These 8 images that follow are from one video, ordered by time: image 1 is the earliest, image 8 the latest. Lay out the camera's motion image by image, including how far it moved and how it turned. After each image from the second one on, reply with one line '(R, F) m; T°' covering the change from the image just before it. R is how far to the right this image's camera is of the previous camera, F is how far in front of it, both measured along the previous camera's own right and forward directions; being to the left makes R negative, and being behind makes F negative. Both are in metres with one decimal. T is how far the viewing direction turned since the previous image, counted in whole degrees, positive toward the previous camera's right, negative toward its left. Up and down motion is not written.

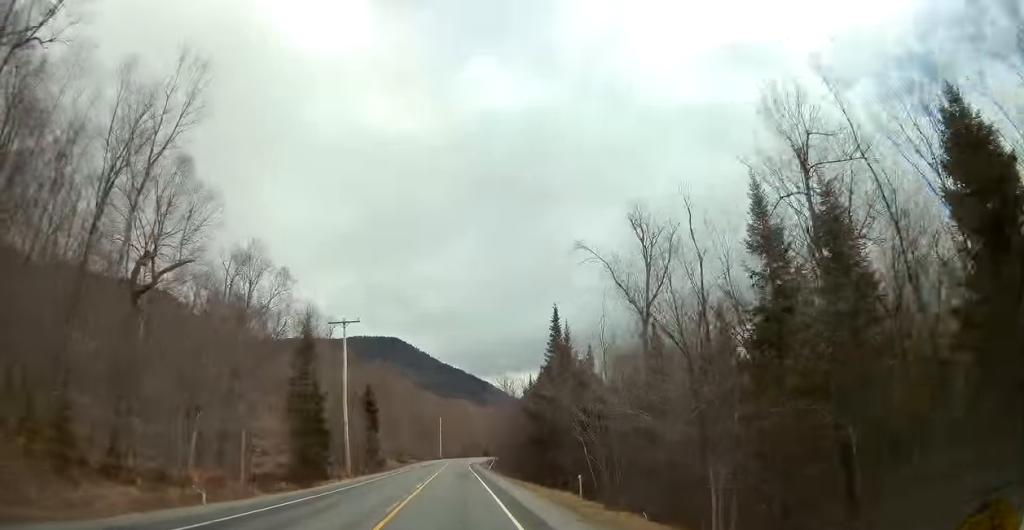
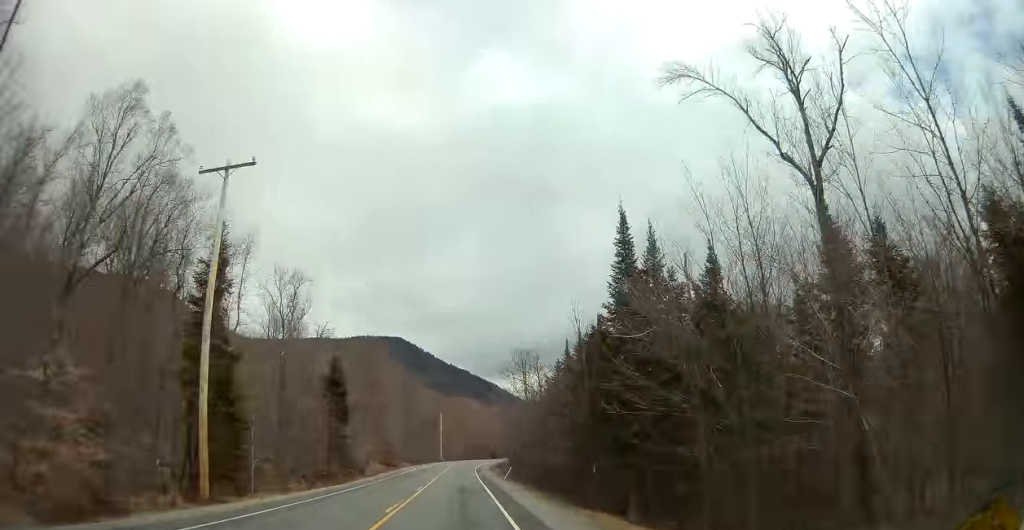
(-0.1, +24.9) m; -1°
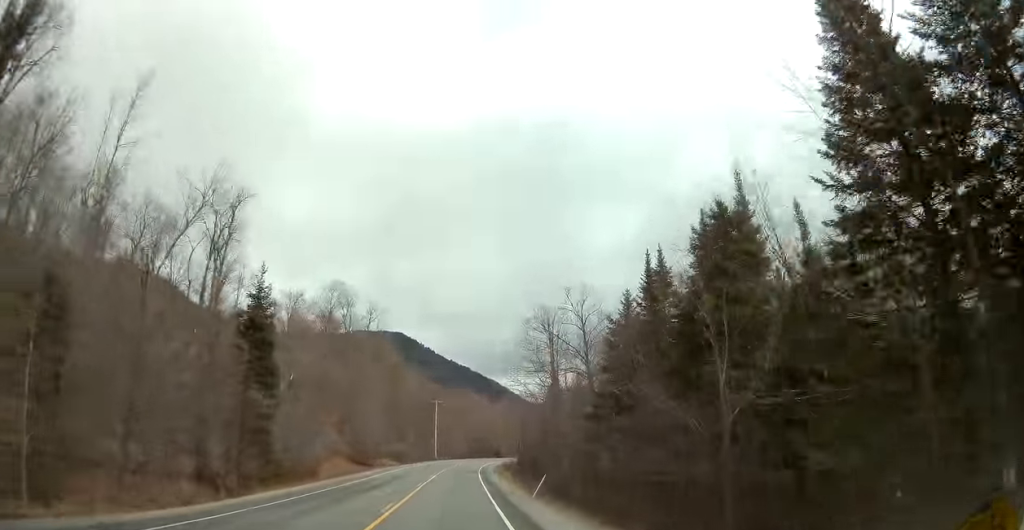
(-0.2, +23.9) m; 0°
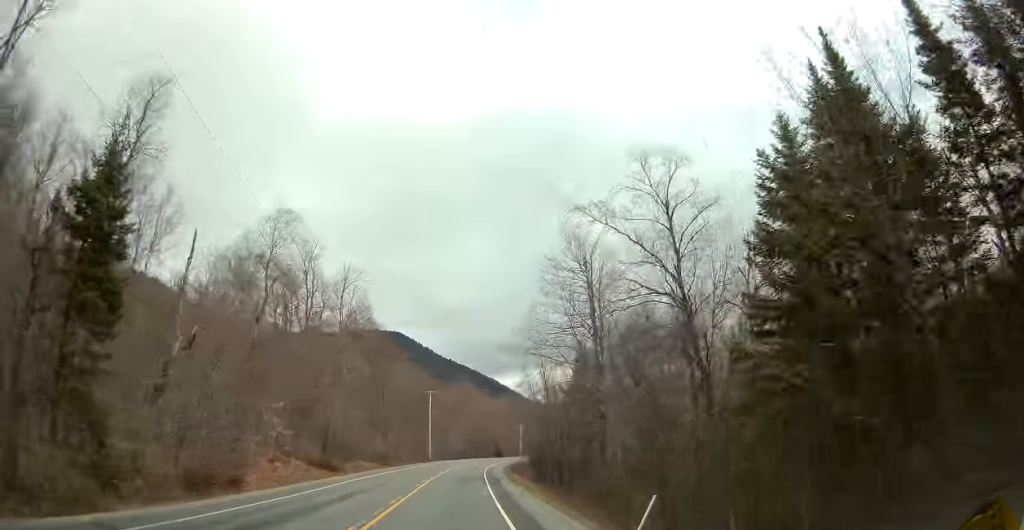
(0.0, +18.6) m; 0°
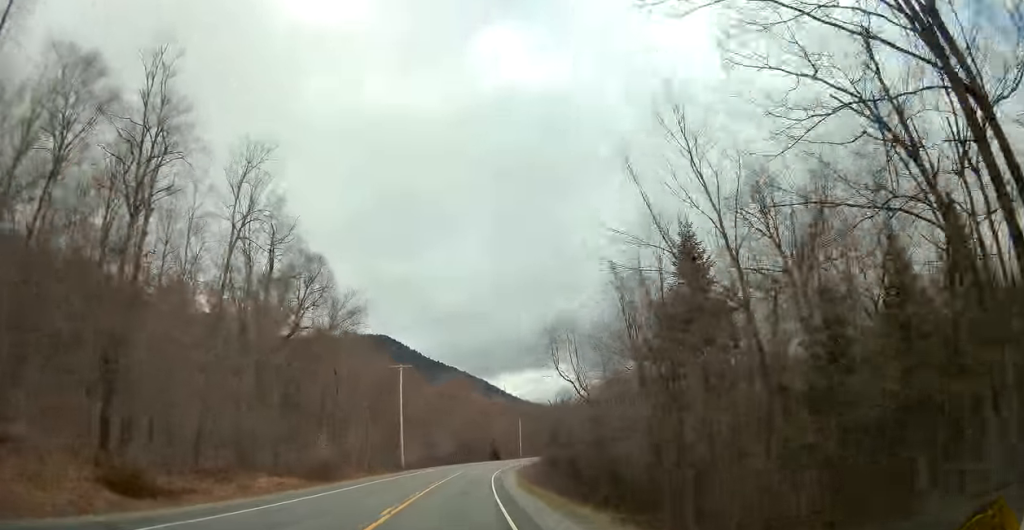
(+0.1, +31.8) m; +1°
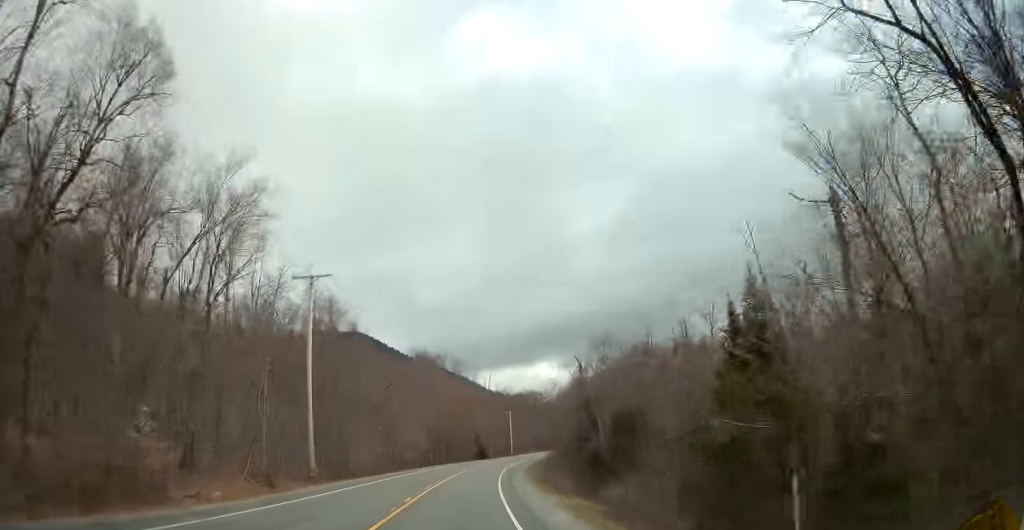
(+0.5, +32.7) m; +2°
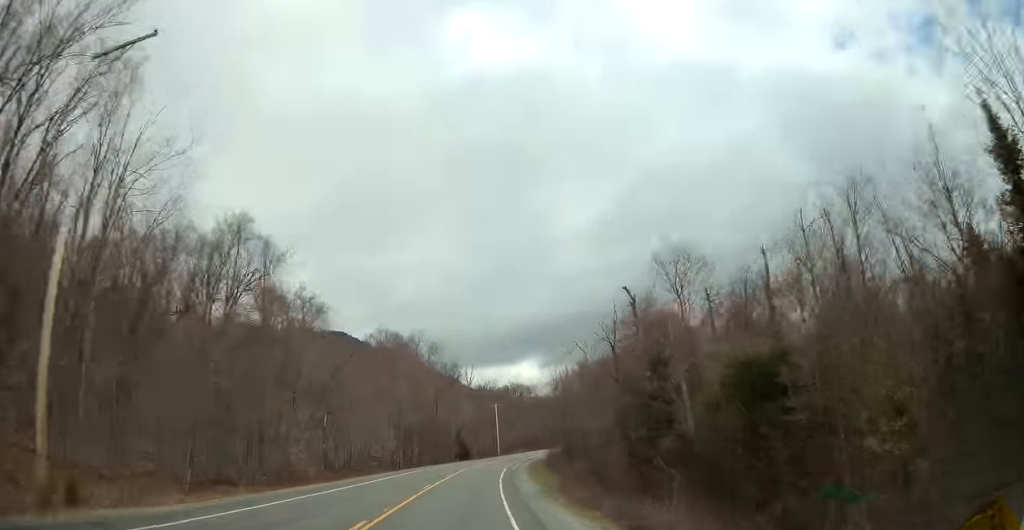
(+0.2, +21.2) m; +1°
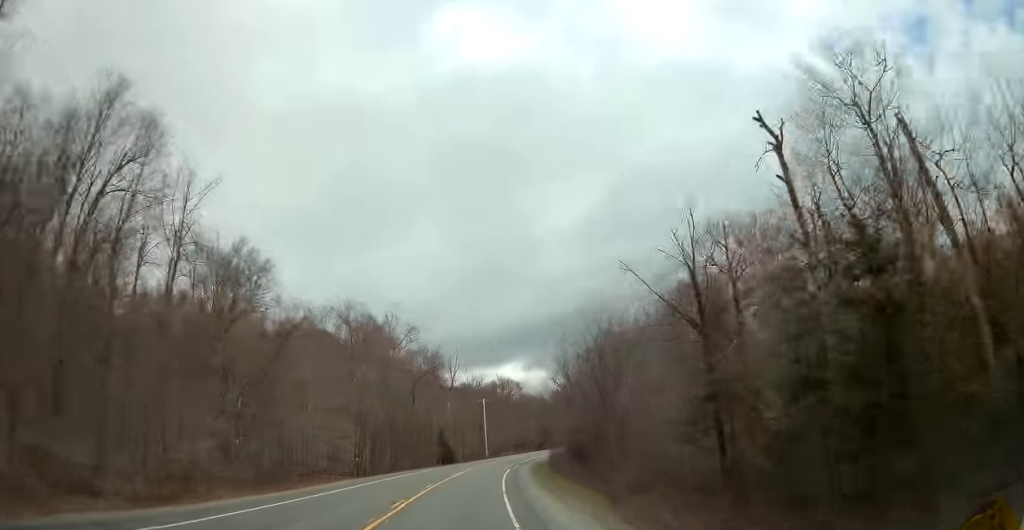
(+0.1, +16.8) m; +1°
